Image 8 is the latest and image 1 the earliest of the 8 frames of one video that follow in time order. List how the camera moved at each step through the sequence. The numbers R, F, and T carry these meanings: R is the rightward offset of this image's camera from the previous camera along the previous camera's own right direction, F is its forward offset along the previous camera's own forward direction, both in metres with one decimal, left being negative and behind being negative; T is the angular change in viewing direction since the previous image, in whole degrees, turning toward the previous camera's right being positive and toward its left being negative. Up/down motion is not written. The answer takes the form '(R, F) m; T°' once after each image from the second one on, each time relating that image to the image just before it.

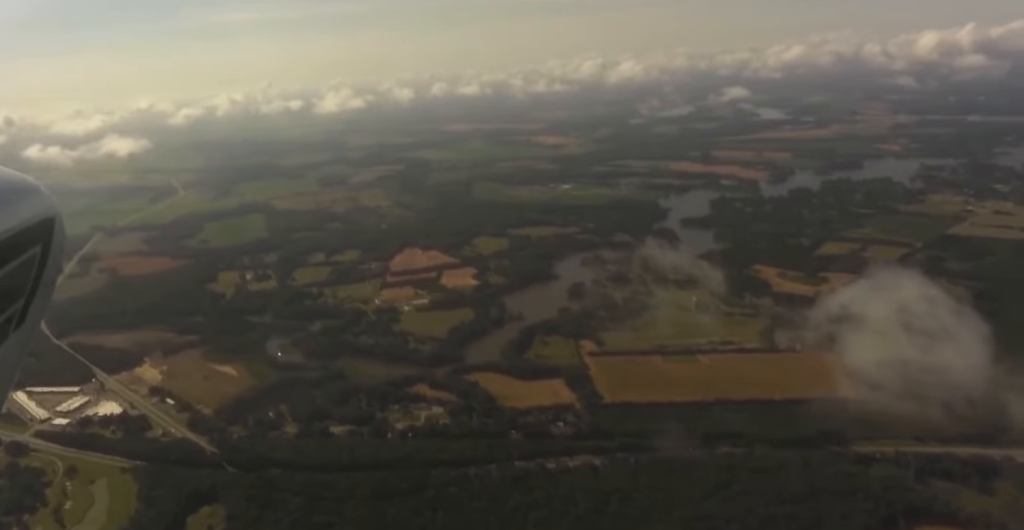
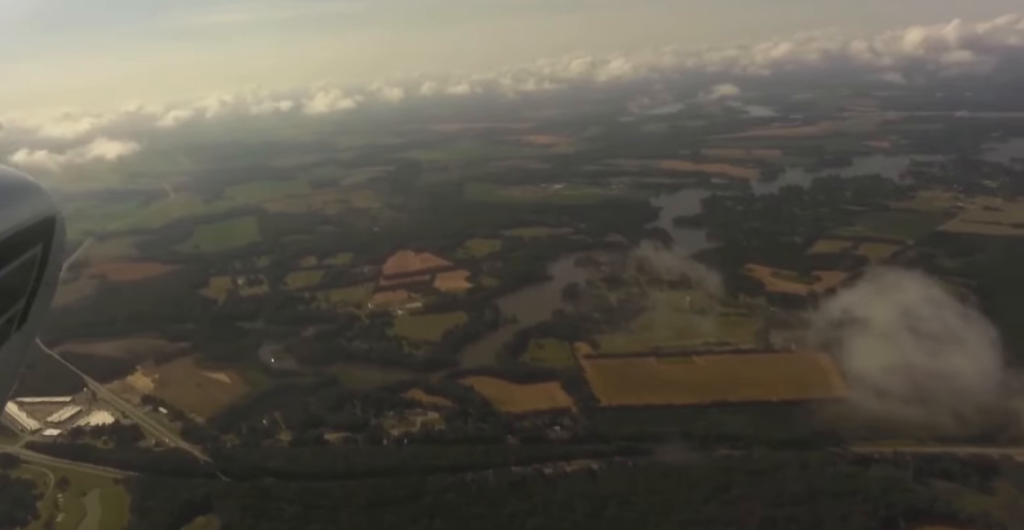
(-0.3, +18.8) m; +1°
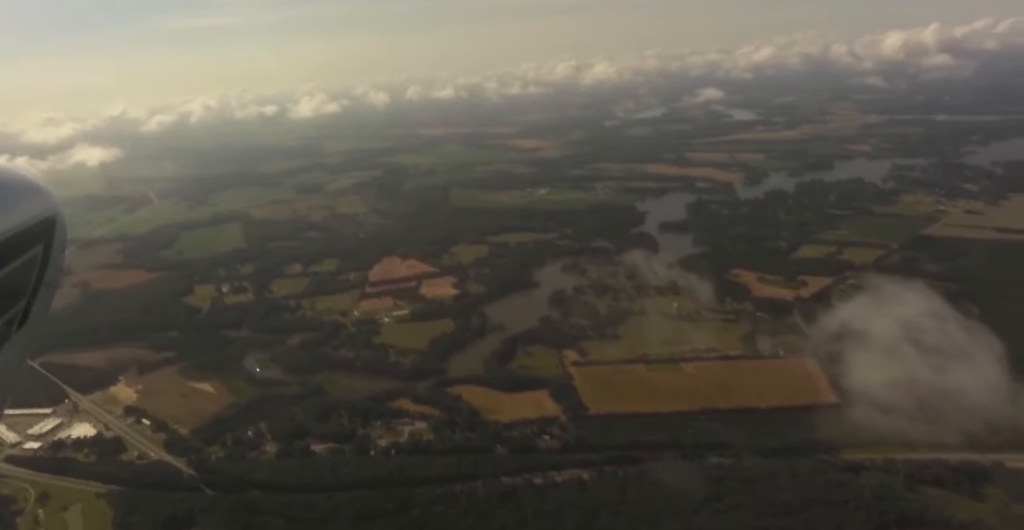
(+0.7, +27.3) m; +2°
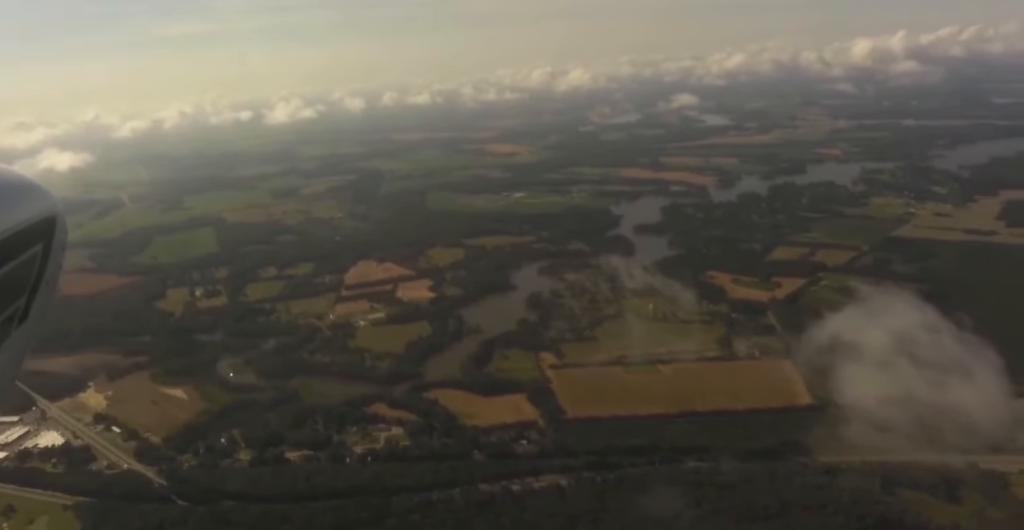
(+0.7, +34.8) m; +3°
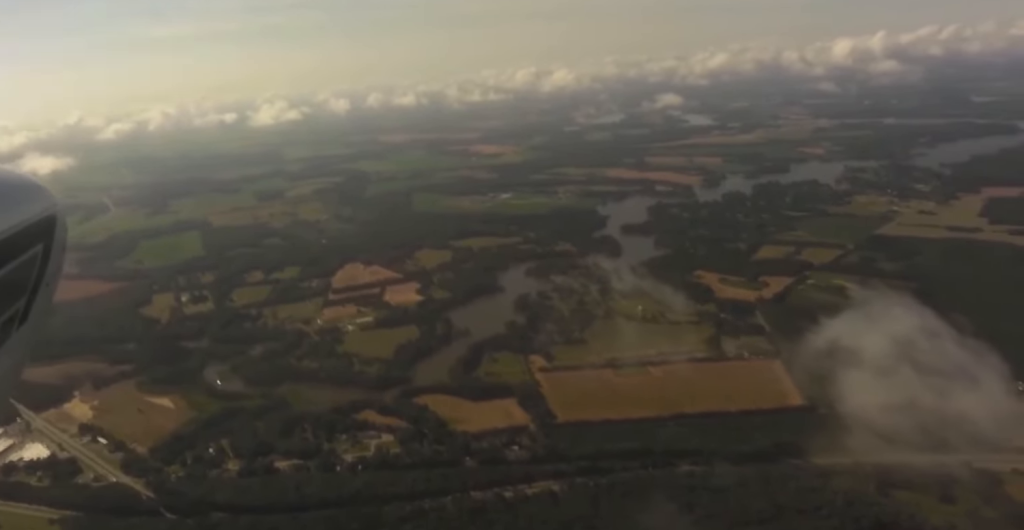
(+0.8, +18.3) m; +1°
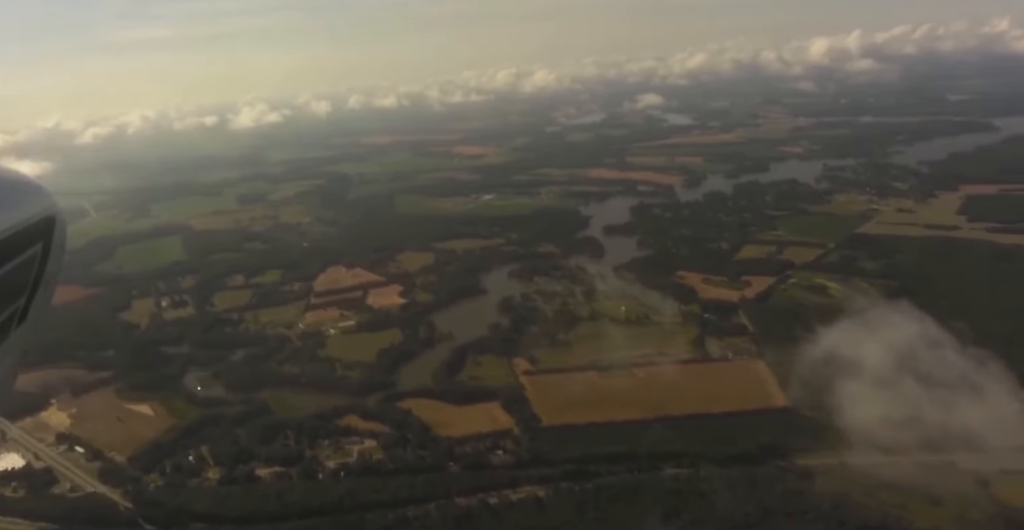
(+0.5, +27.9) m; +1°
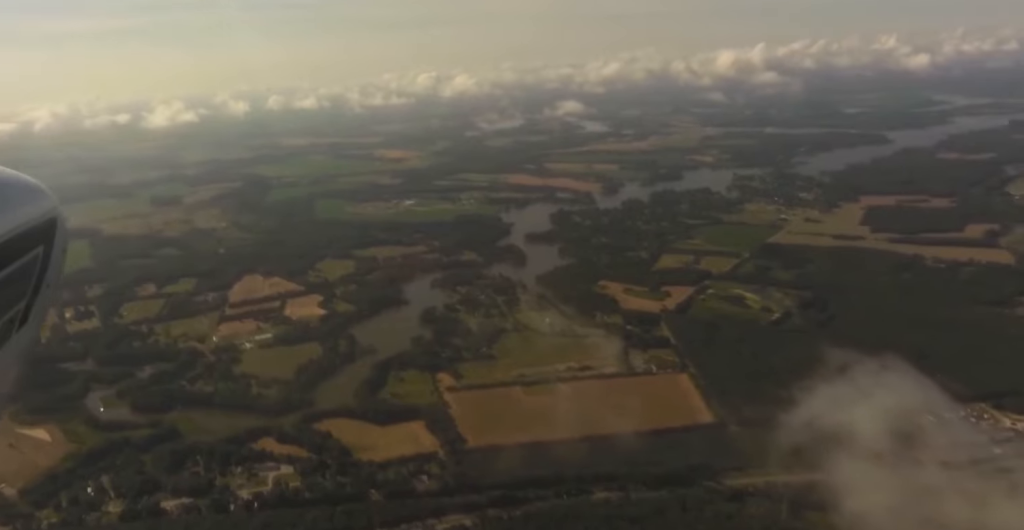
(+0.7, +122.3) m; 0°
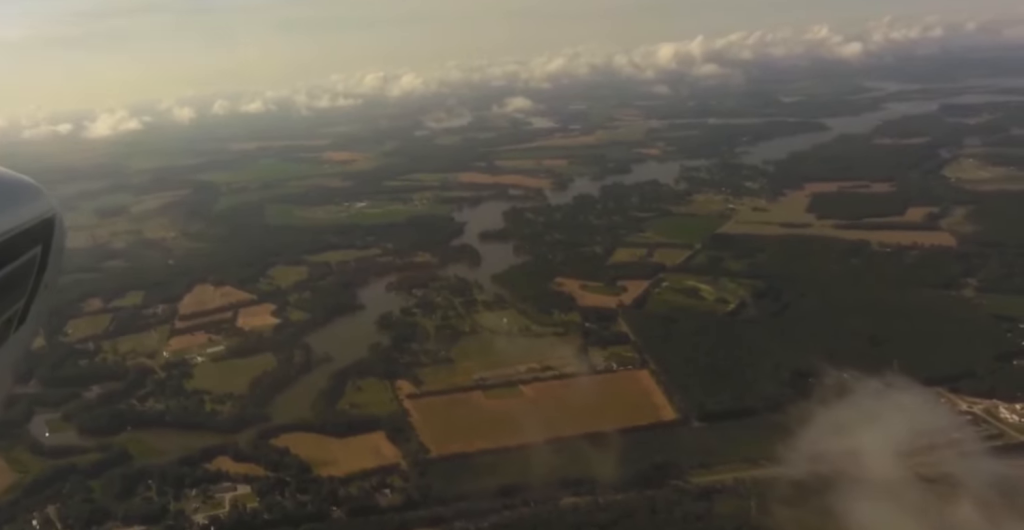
(-0.7, +69.5) m; +3°
